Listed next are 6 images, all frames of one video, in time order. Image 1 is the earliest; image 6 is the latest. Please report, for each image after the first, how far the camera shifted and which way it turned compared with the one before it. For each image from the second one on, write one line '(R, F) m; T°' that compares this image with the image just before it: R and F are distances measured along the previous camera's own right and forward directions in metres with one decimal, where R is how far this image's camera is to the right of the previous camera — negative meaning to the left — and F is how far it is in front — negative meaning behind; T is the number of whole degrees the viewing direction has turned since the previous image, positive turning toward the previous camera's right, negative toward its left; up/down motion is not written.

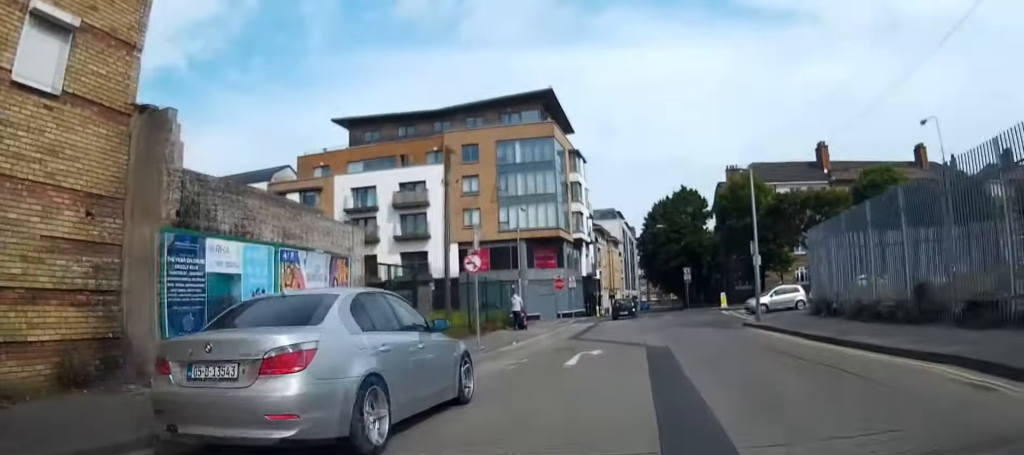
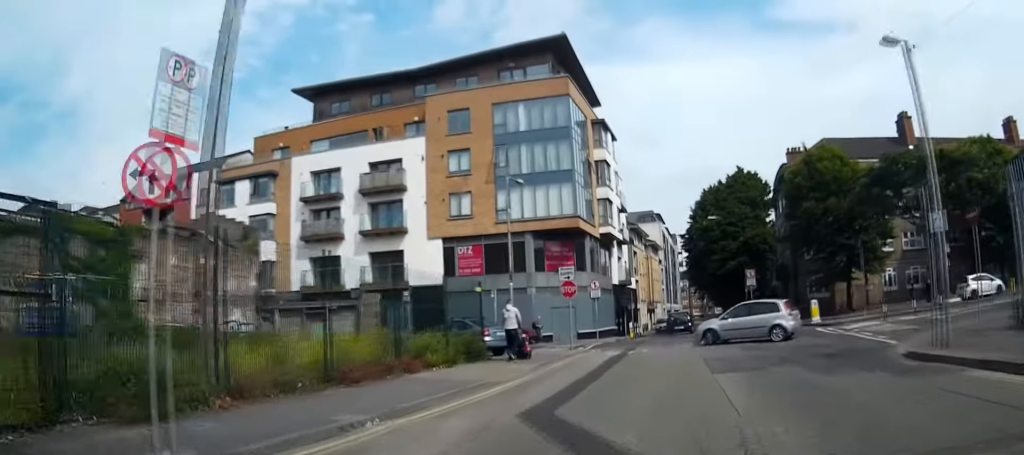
(0.0, +13.7) m; +7°
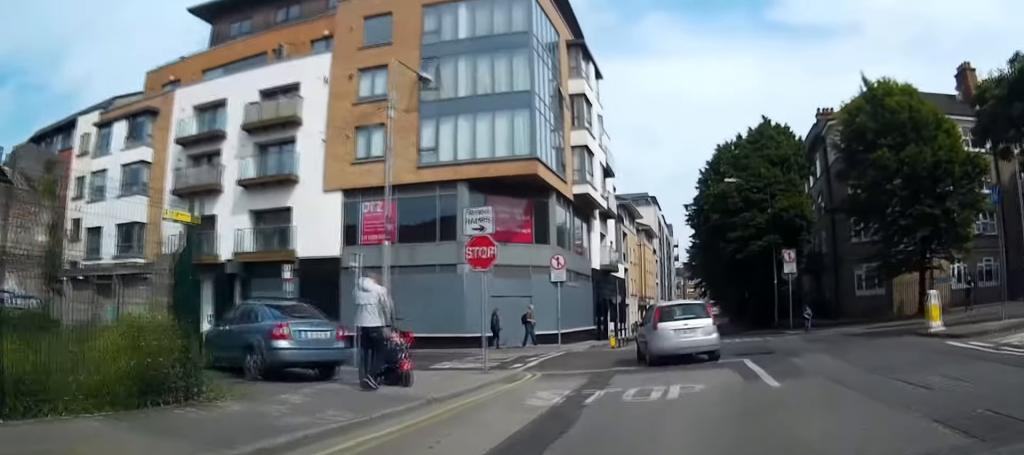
(+0.6, +13.1) m; -3°
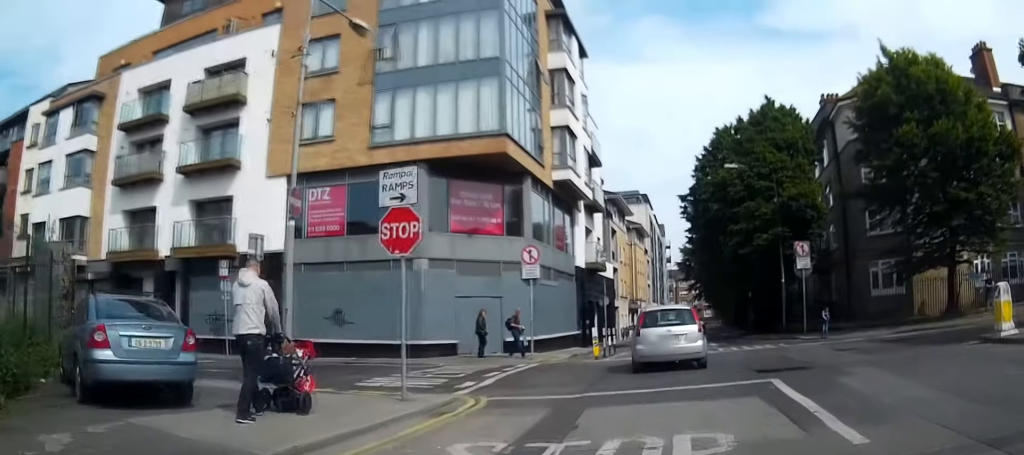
(0.0, +3.9) m; -5°
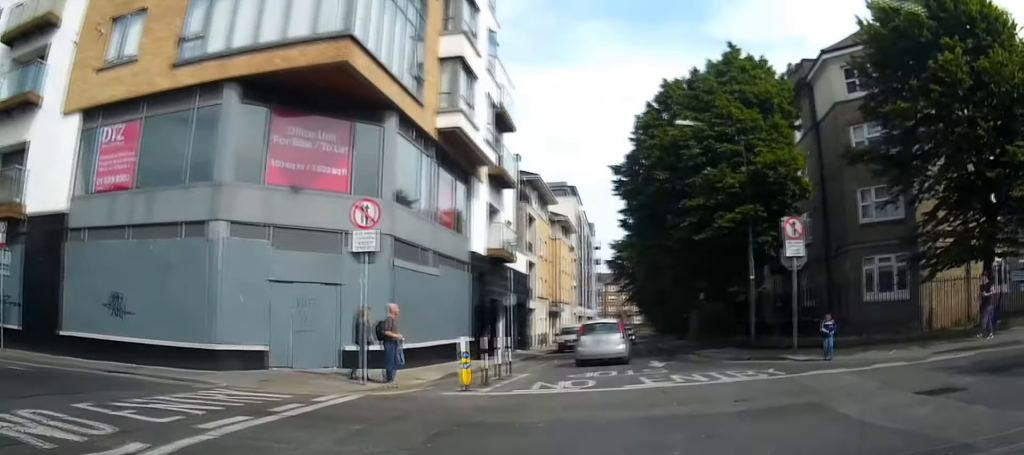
(+0.4, +8.2) m; +24°
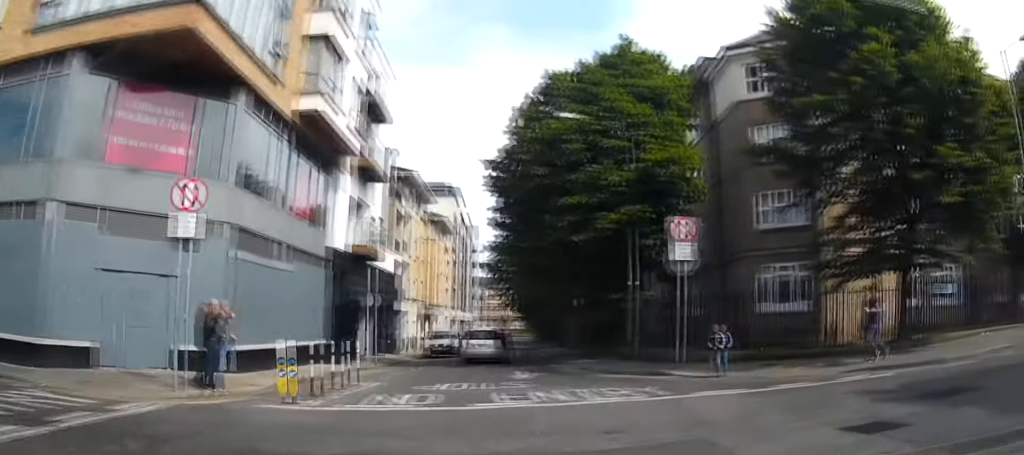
(+0.2, +2.2) m; +14°
